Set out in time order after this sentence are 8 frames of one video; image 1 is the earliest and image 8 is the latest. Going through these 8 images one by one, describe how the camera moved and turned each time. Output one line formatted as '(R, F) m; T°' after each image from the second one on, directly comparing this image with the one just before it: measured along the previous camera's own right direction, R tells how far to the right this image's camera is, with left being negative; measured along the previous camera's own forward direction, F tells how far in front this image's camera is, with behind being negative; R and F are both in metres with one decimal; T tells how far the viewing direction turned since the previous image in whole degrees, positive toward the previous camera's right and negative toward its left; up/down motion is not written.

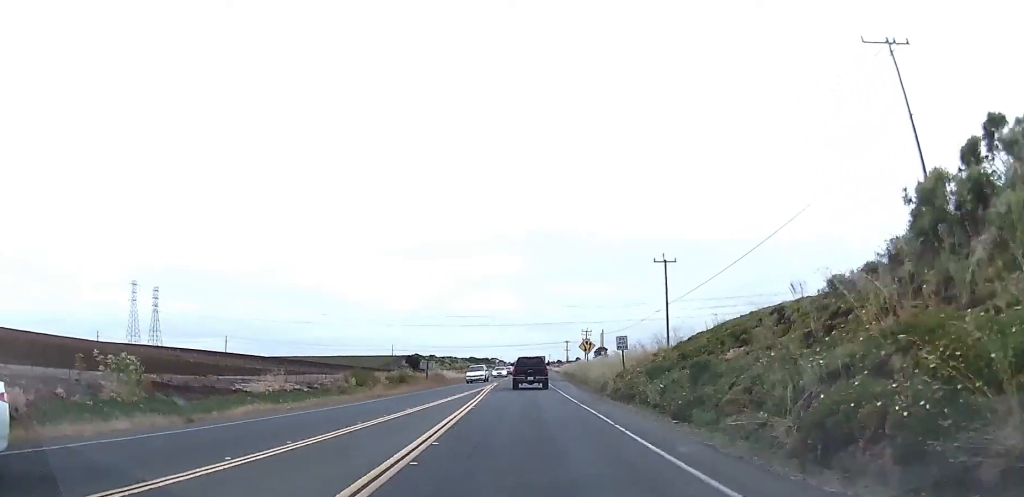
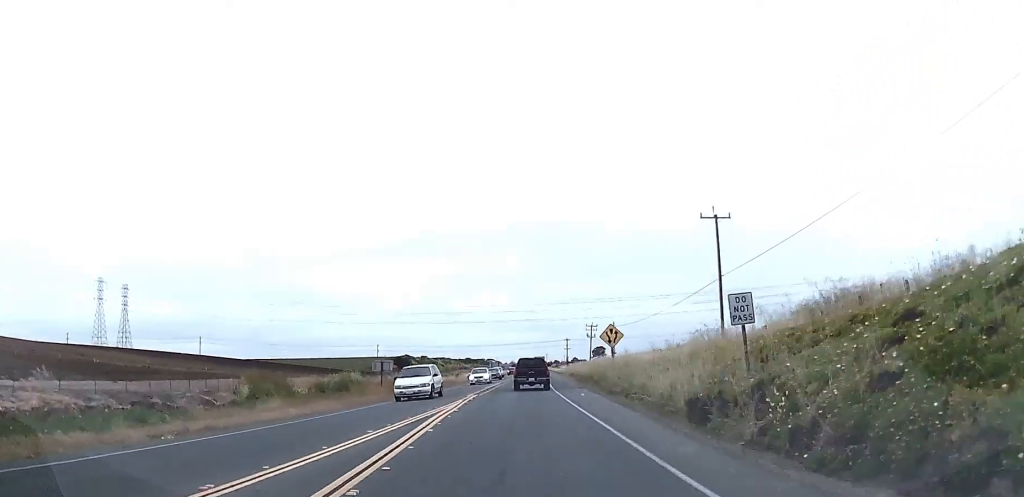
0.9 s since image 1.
(0.0, +21.6) m; +1°
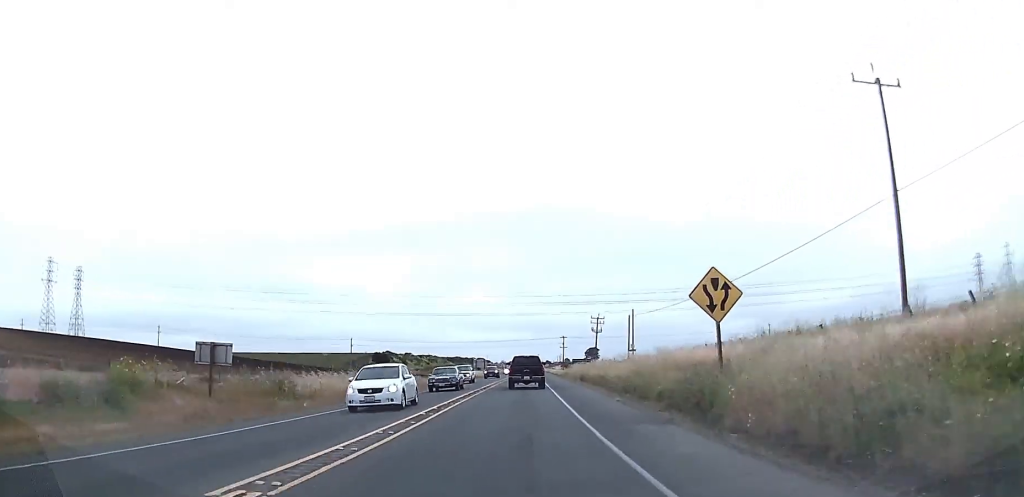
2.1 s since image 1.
(+0.4, +27.0) m; +1°
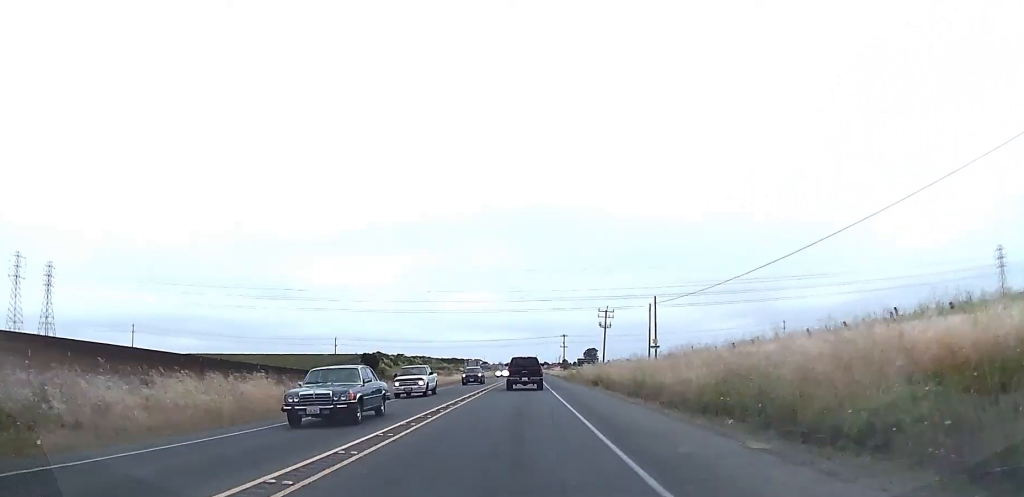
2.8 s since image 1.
(0.0, +16.3) m; 0°
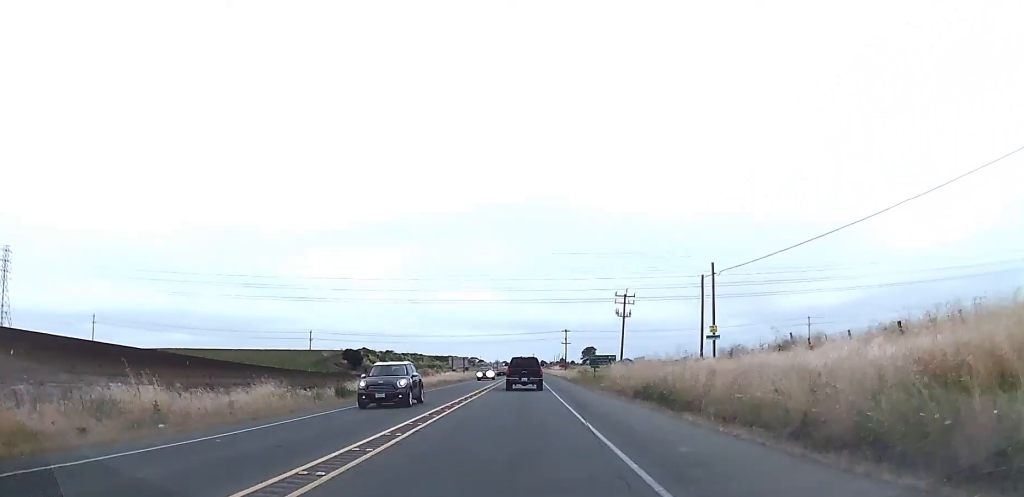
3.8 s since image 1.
(-0.1, +22.5) m; 0°
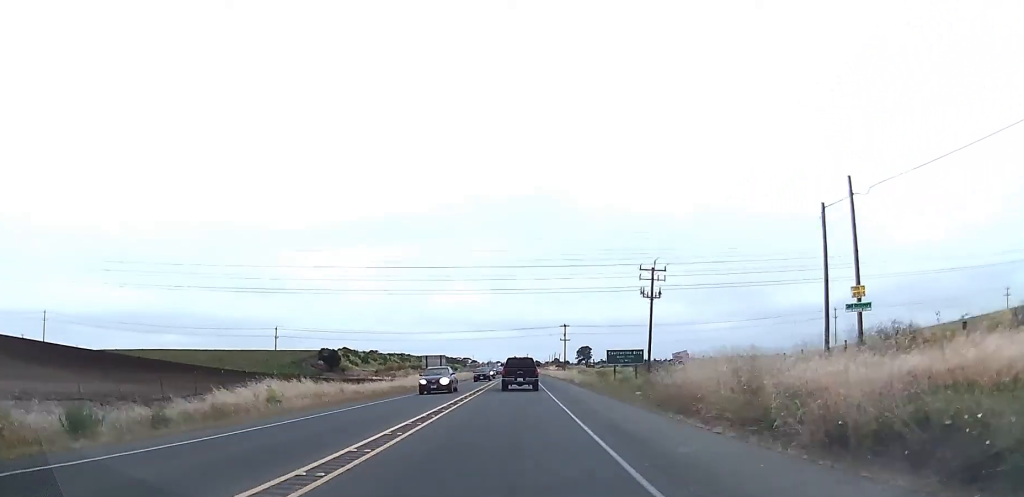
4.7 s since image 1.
(+0.3, +22.4) m; +1°
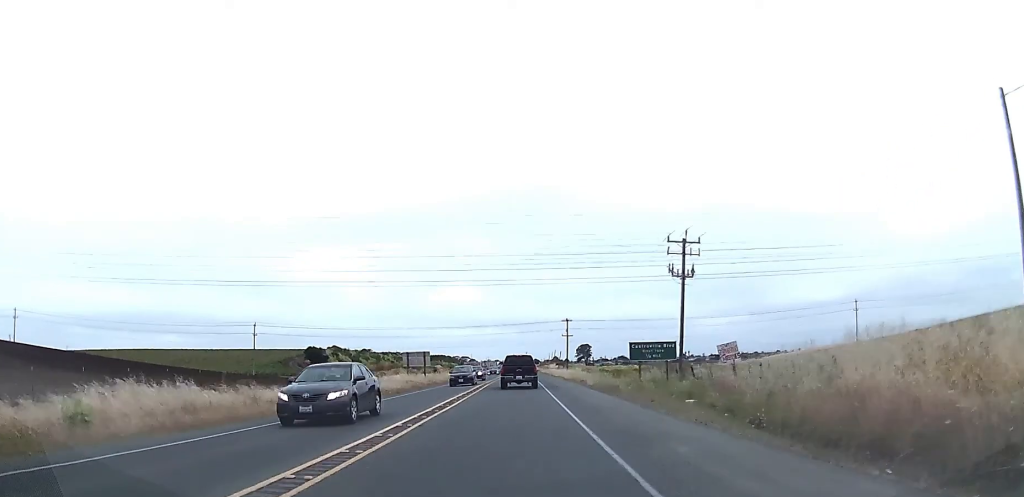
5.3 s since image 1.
(+0.1, +13.2) m; 0°
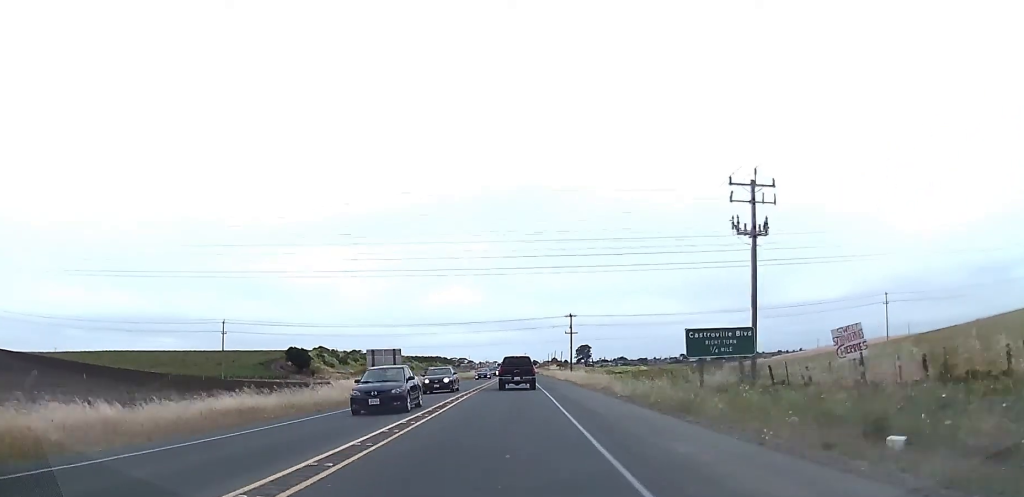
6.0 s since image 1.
(-0.1, +16.1) m; +1°
